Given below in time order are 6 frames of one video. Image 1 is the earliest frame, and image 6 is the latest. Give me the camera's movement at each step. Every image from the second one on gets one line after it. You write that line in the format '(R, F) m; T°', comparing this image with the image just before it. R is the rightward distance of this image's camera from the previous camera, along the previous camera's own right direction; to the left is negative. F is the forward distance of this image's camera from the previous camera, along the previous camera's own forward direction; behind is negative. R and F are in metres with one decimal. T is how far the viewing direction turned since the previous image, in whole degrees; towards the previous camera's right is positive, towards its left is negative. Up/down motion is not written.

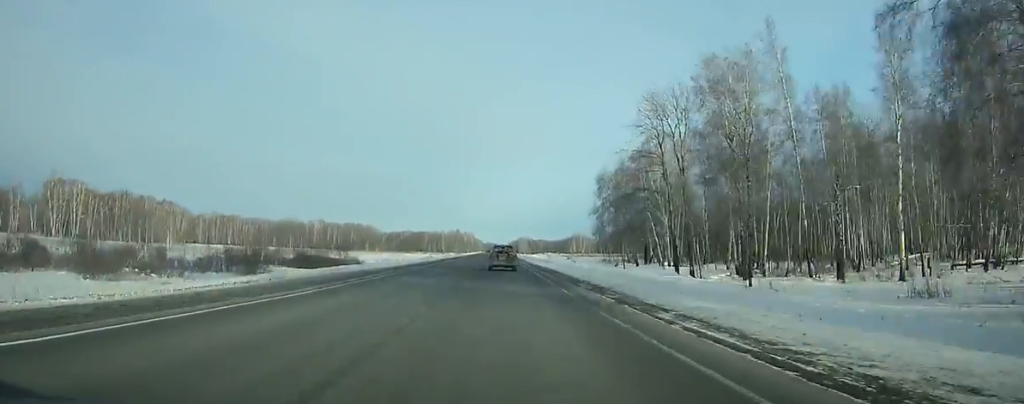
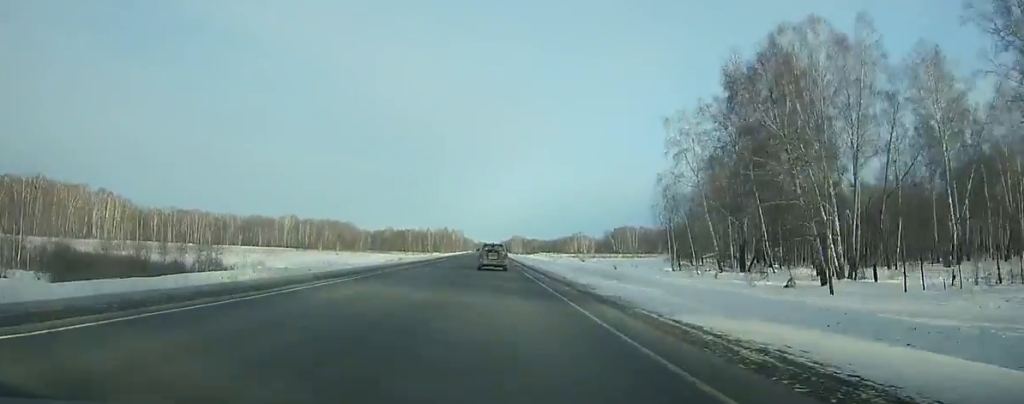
(+0.2, +55.7) m; 0°
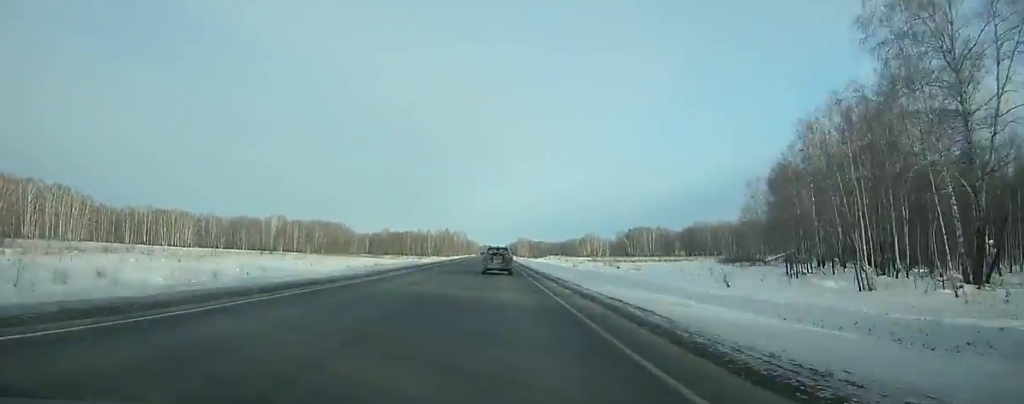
(+0.1, +39.7) m; 0°
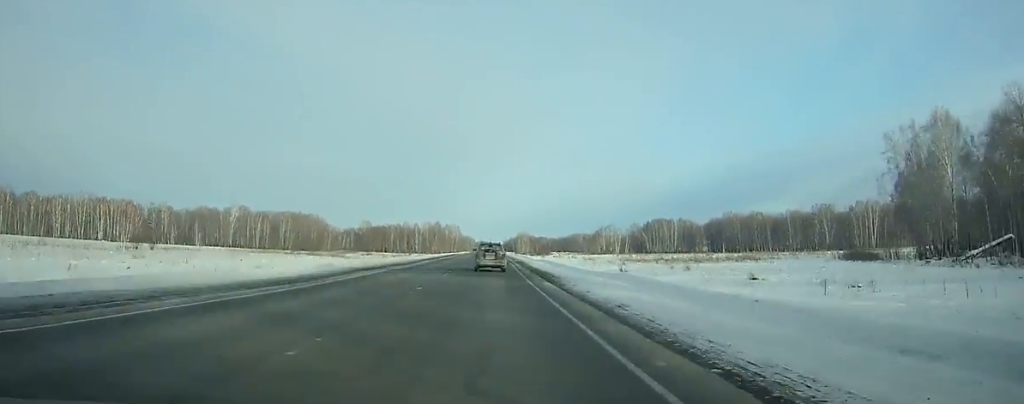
(-0.1, +65.4) m; 0°
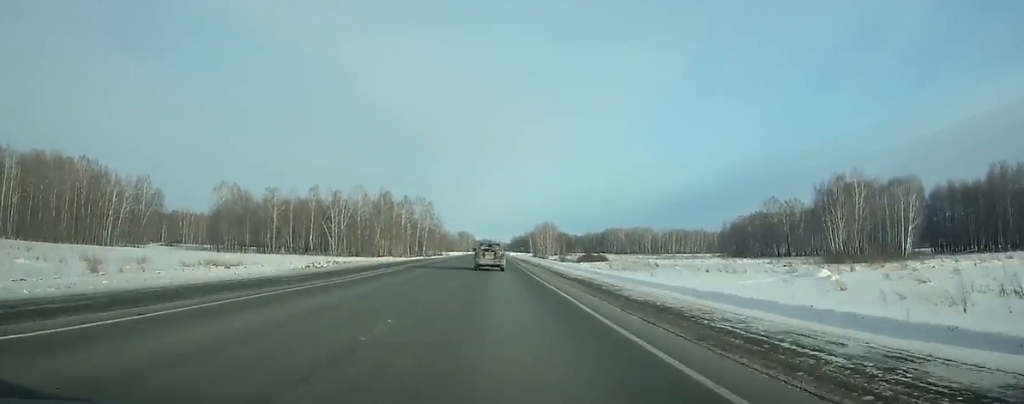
(-2.6, +236.0) m; -1°
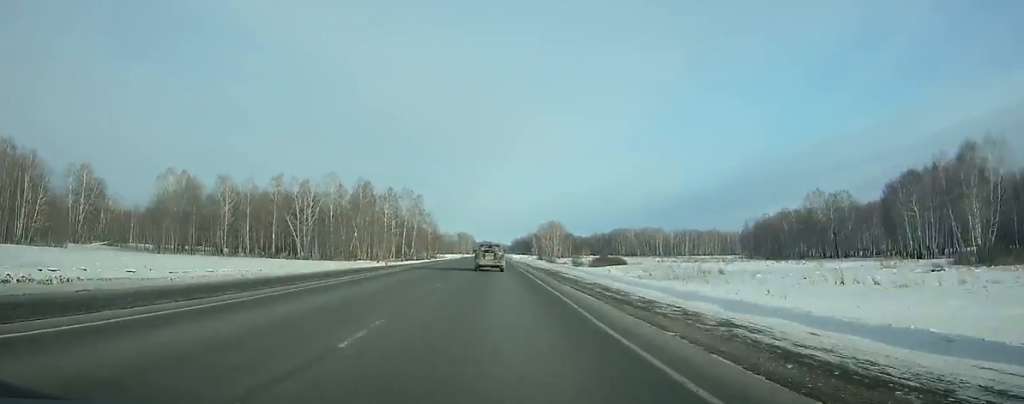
(0.0, +35.6) m; 0°
